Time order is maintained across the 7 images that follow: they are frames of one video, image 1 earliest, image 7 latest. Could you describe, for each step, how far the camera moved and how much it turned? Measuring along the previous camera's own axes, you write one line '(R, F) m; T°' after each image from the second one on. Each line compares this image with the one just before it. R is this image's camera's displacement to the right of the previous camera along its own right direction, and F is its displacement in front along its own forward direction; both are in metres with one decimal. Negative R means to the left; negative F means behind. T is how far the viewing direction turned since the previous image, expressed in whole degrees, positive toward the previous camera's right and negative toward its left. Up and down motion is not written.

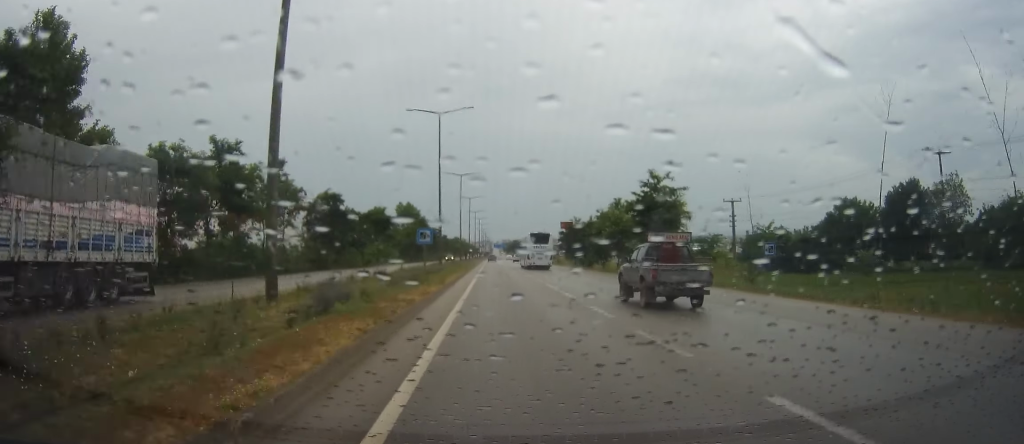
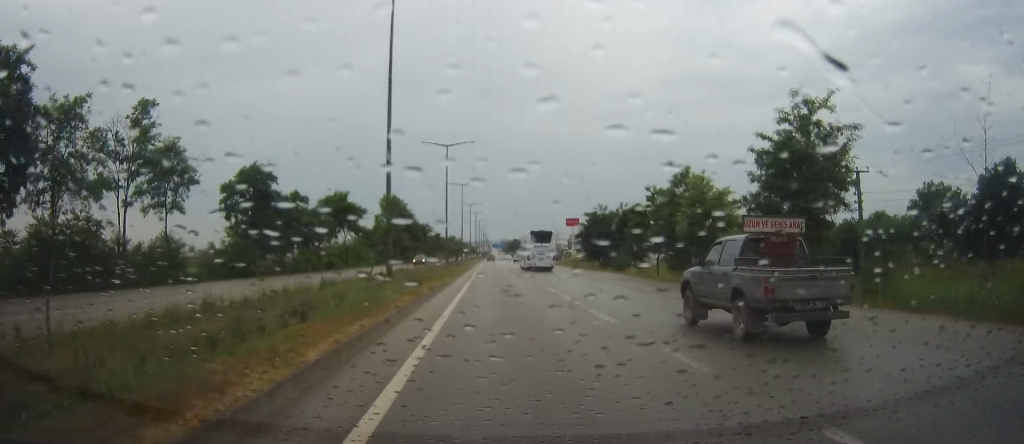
(+0.2, +25.7) m; 0°
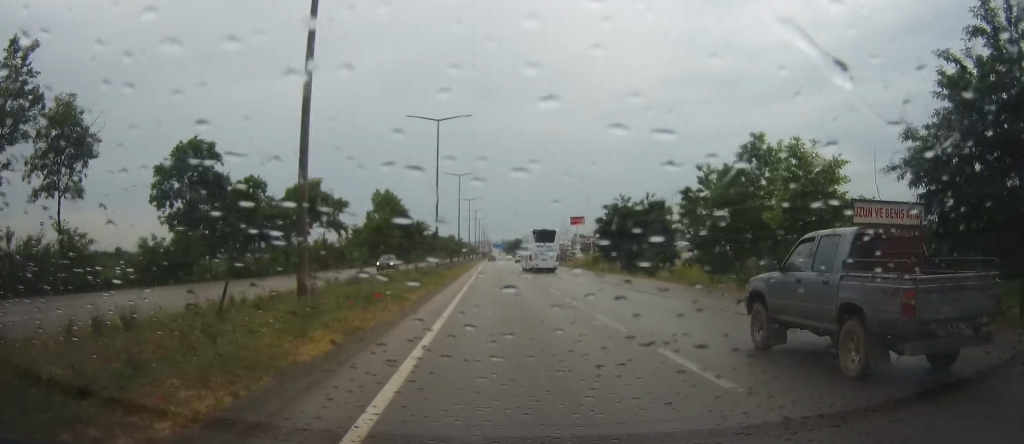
(0.0, +13.3) m; 0°
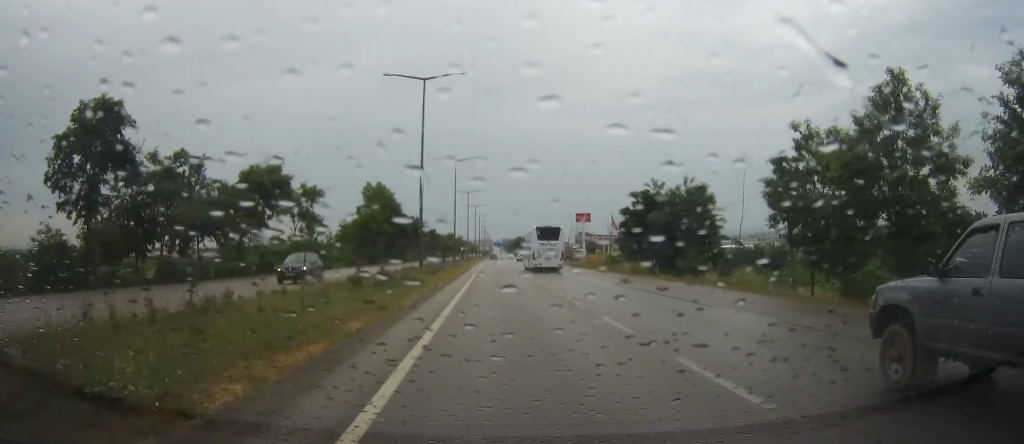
(+0.1, +12.6) m; 0°
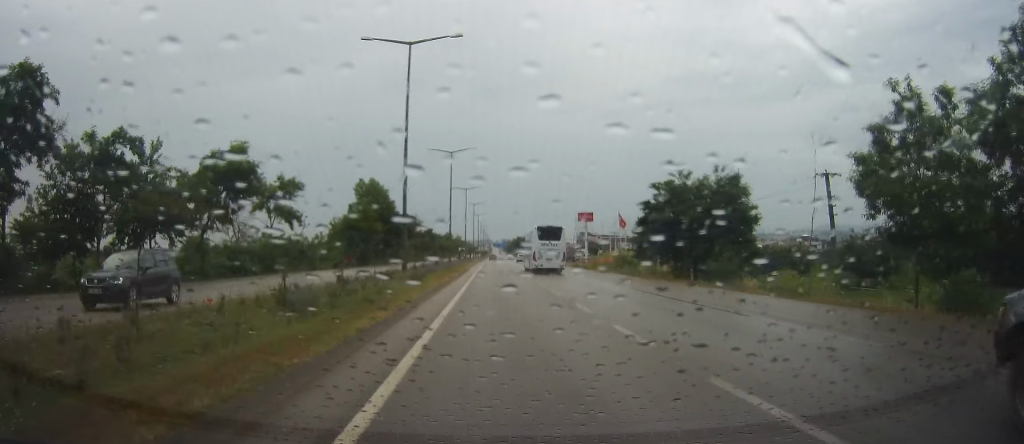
(0.0, +7.9) m; 0°
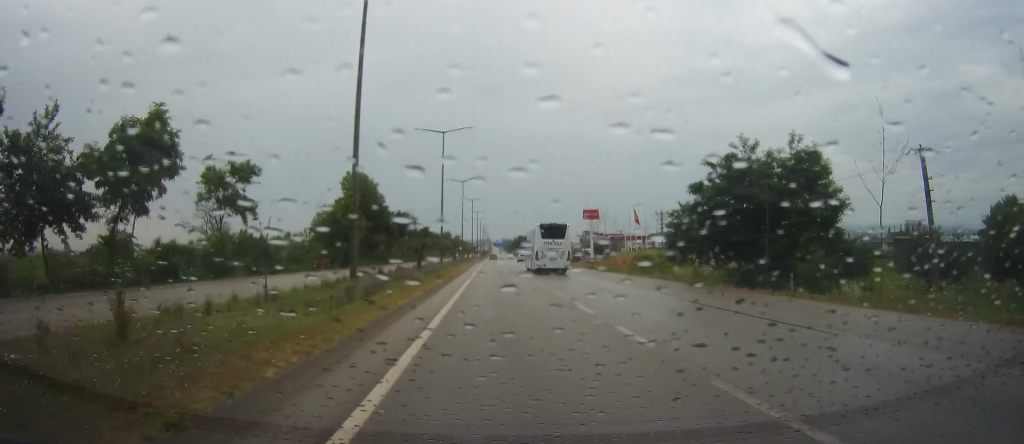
(0.0, +12.0) m; 0°
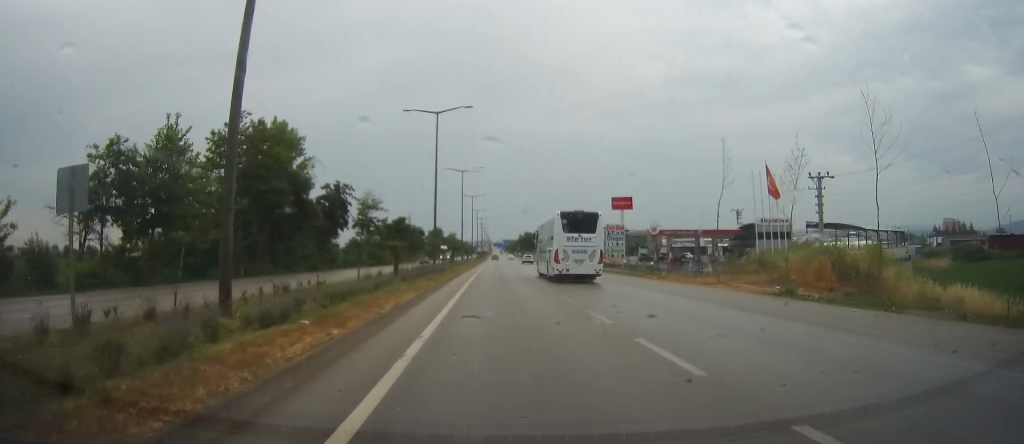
(+1.7, +50.1) m; +4°
